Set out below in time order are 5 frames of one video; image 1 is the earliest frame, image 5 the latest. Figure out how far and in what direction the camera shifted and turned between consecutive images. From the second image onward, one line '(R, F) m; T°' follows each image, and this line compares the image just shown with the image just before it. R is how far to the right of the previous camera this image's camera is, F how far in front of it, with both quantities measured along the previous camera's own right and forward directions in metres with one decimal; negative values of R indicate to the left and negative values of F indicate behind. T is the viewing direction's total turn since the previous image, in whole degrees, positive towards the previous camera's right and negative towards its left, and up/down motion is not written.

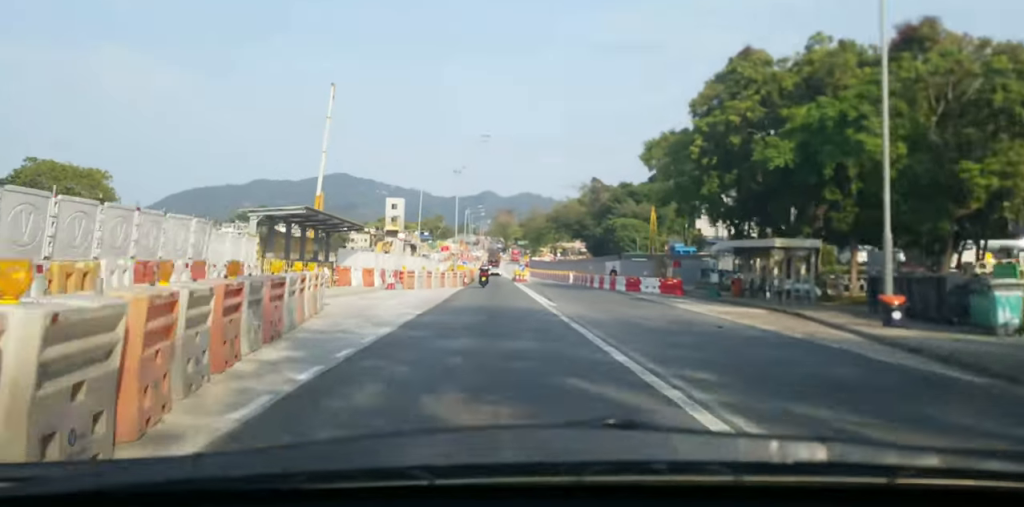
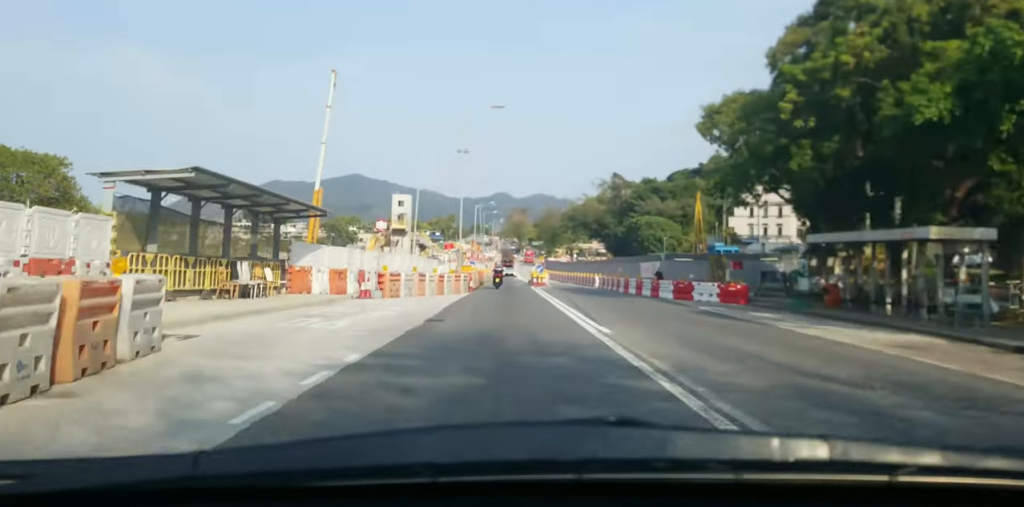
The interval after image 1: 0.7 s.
(0.0, +10.1) m; 0°
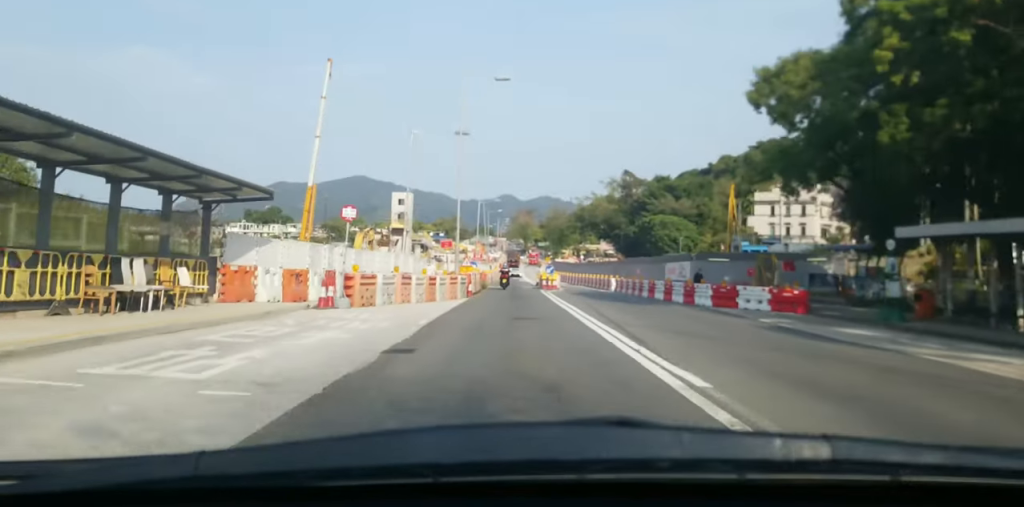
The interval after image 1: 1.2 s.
(0.0, +6.8) m; 0°
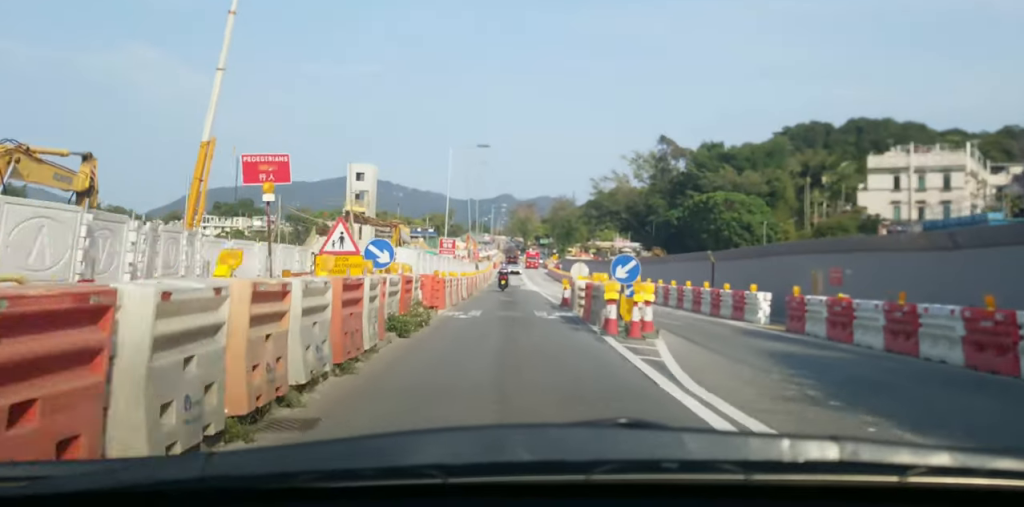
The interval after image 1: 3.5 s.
(+1.0, +34.9) m; +1°
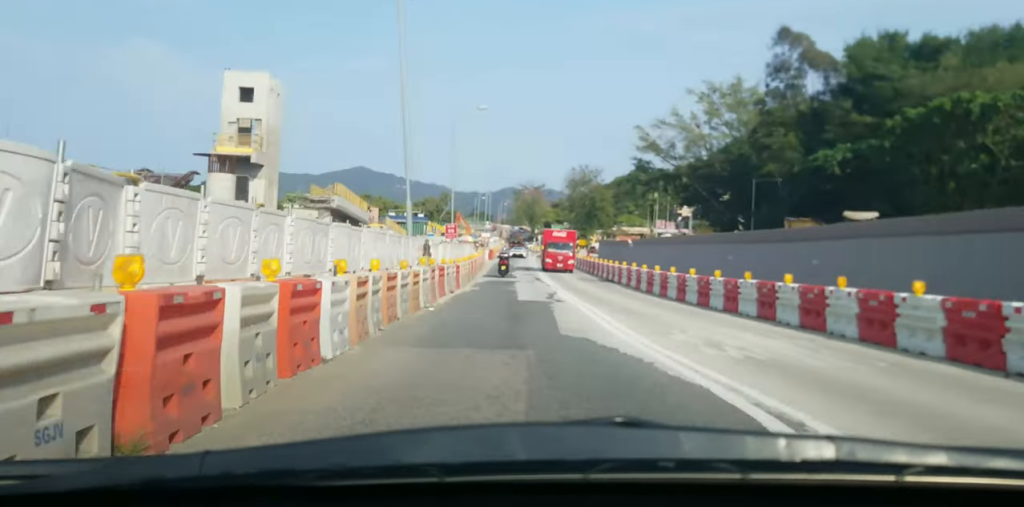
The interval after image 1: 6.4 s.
(-1.2, +44.4) m; -1°
